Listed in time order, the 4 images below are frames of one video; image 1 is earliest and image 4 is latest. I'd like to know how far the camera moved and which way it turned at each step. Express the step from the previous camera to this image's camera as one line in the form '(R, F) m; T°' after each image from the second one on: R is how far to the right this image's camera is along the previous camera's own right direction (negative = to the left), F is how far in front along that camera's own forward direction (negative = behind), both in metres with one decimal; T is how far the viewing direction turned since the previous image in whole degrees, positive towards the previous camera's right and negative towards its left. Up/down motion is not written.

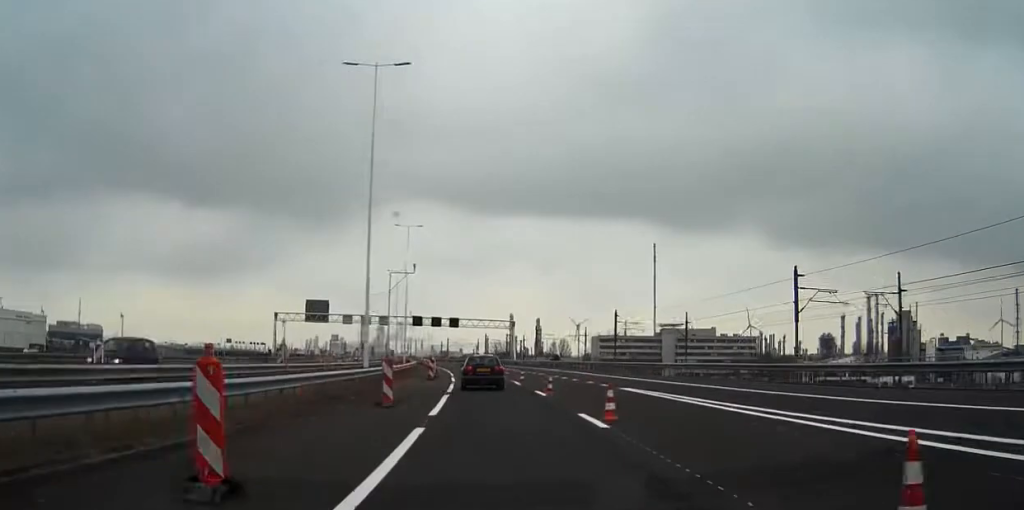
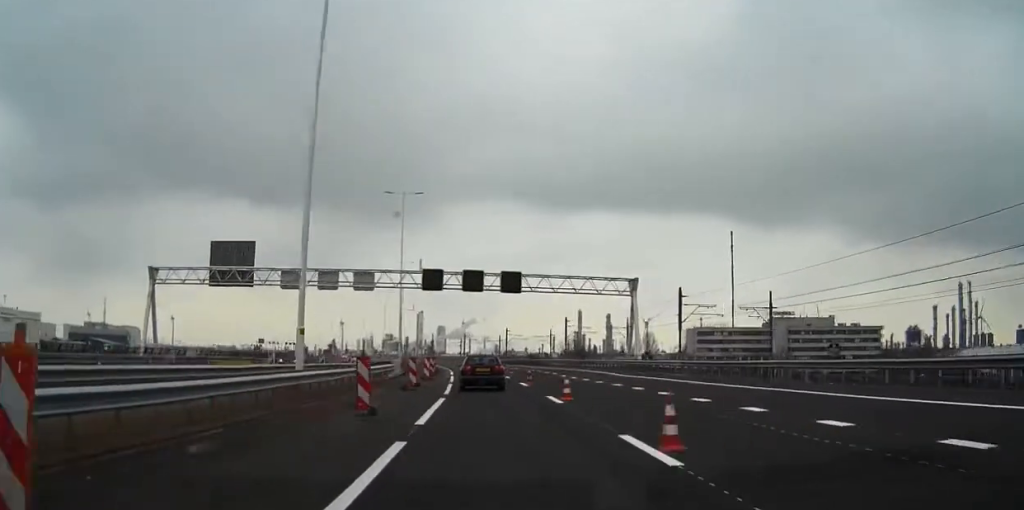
(-3.1, +75.4) m; -5°
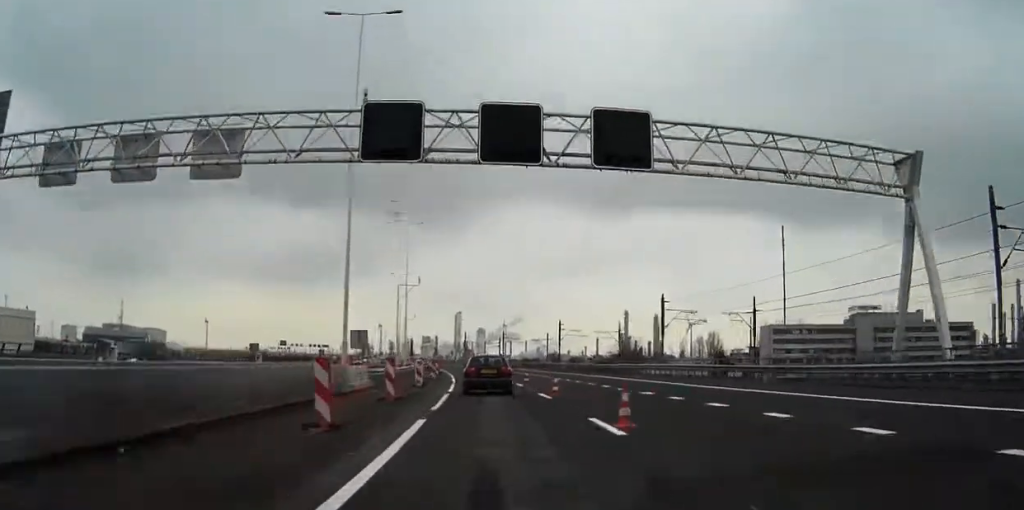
(-1.2, +45.3) m; -3°
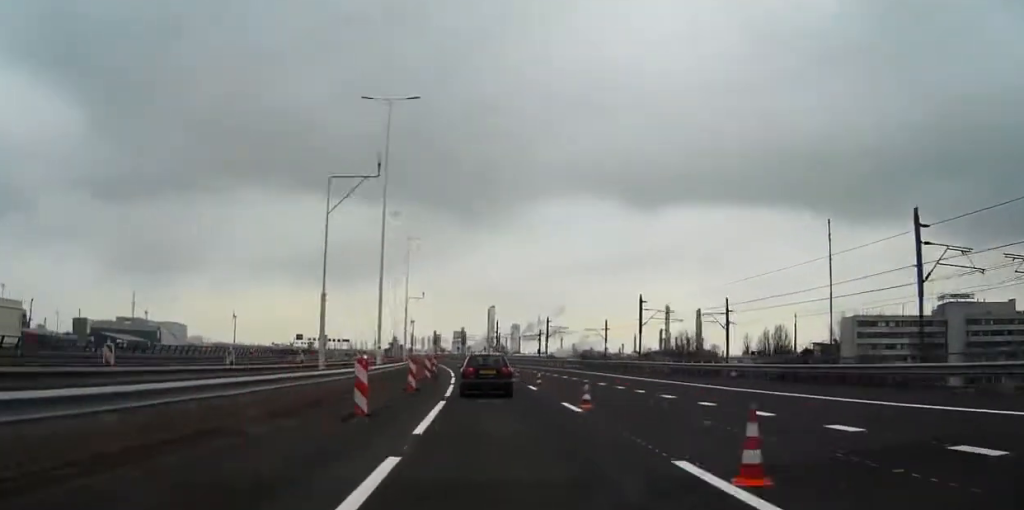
(-0.9, +42.4) m; -5°
